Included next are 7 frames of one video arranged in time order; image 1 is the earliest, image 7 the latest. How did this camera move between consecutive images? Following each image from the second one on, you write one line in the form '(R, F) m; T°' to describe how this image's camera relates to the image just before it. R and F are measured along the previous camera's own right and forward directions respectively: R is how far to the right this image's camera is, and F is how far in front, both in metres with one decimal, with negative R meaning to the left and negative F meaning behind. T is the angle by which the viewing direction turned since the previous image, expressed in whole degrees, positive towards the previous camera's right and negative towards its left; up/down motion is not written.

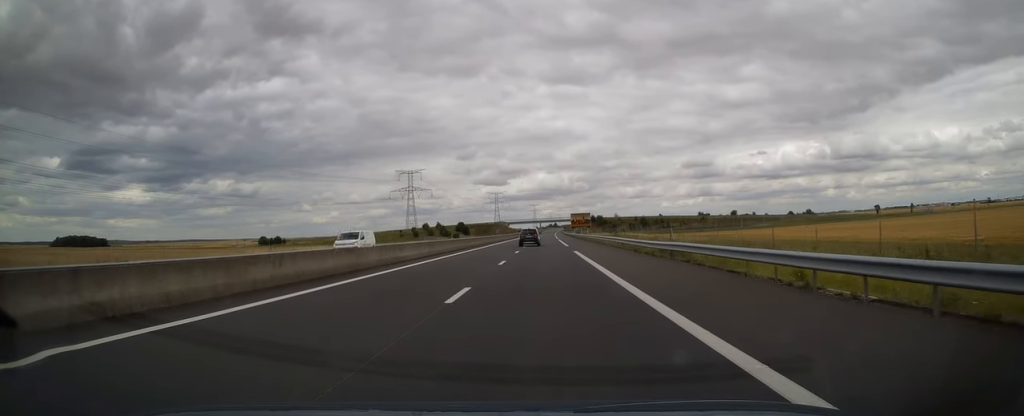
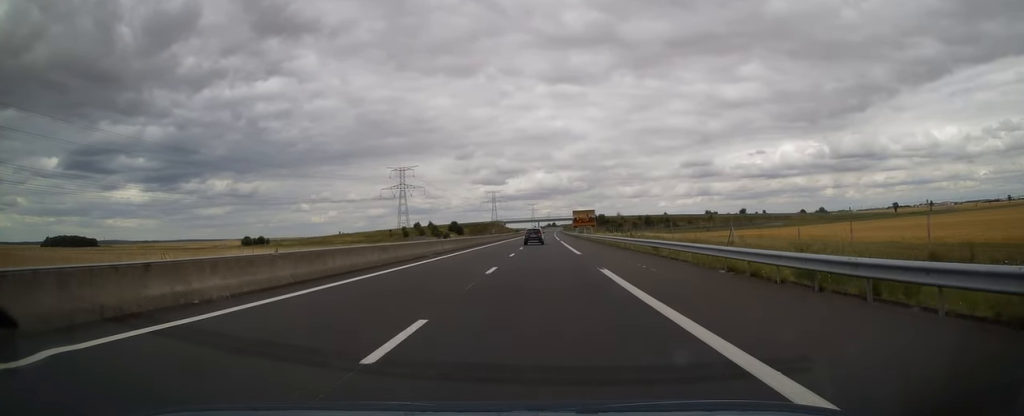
(0.0, +18.1) m; 0°
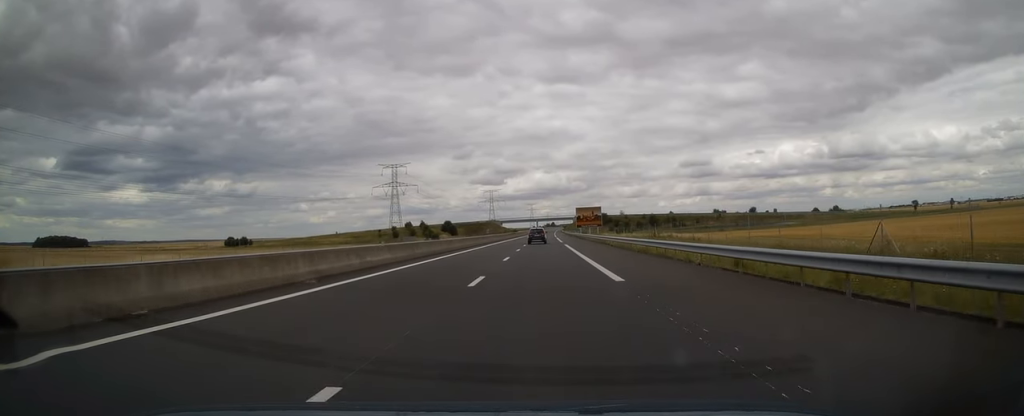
(0.0, +17.1) m; 0°
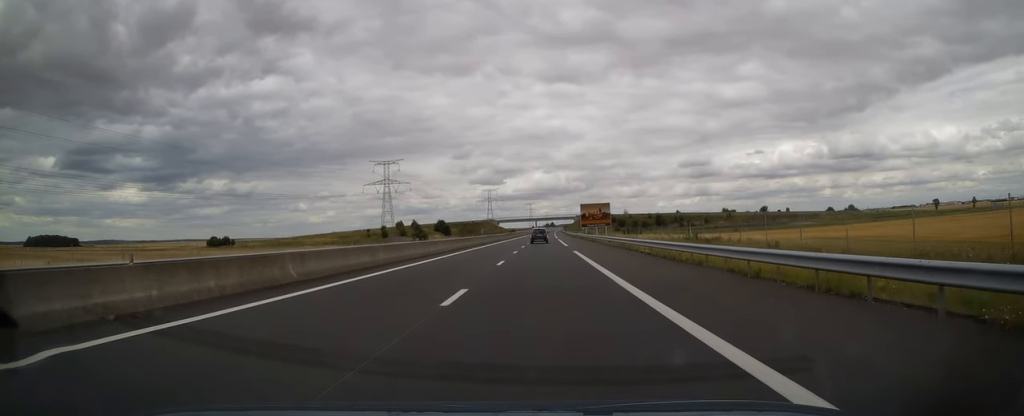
(0.0, +16.6) m; 0°
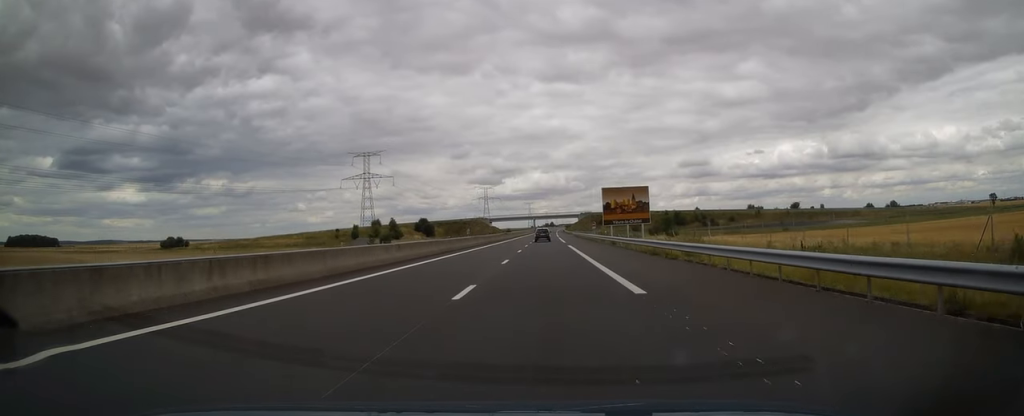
(0.0, +37.7) m; 0°
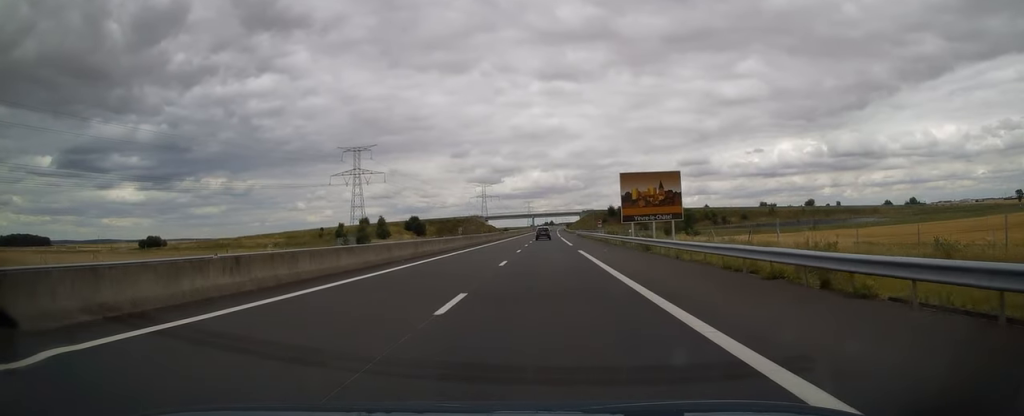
(0.0, +15.2) m; 0°
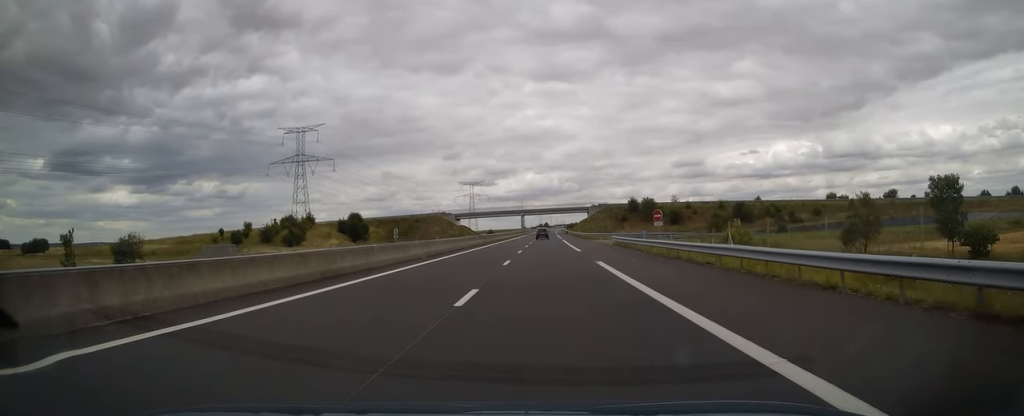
(-0.1, +63.0) m; 0°
